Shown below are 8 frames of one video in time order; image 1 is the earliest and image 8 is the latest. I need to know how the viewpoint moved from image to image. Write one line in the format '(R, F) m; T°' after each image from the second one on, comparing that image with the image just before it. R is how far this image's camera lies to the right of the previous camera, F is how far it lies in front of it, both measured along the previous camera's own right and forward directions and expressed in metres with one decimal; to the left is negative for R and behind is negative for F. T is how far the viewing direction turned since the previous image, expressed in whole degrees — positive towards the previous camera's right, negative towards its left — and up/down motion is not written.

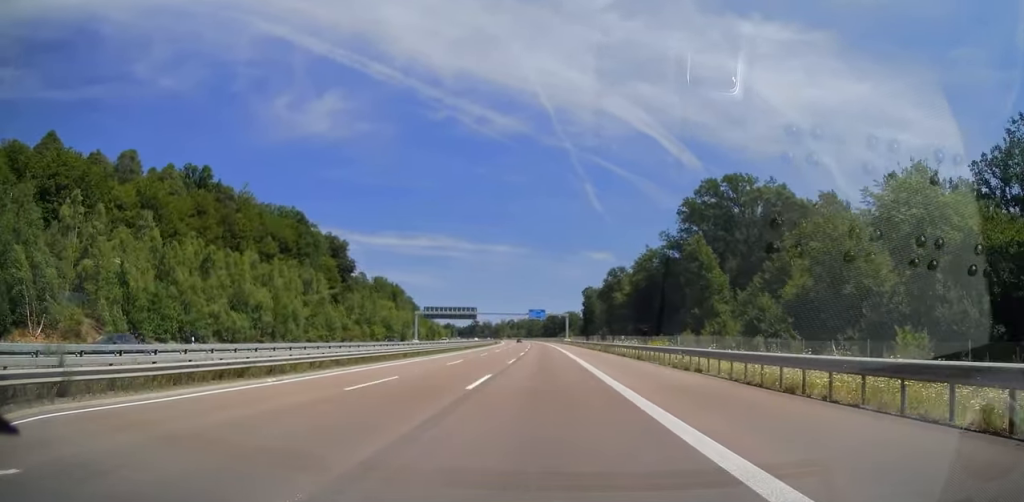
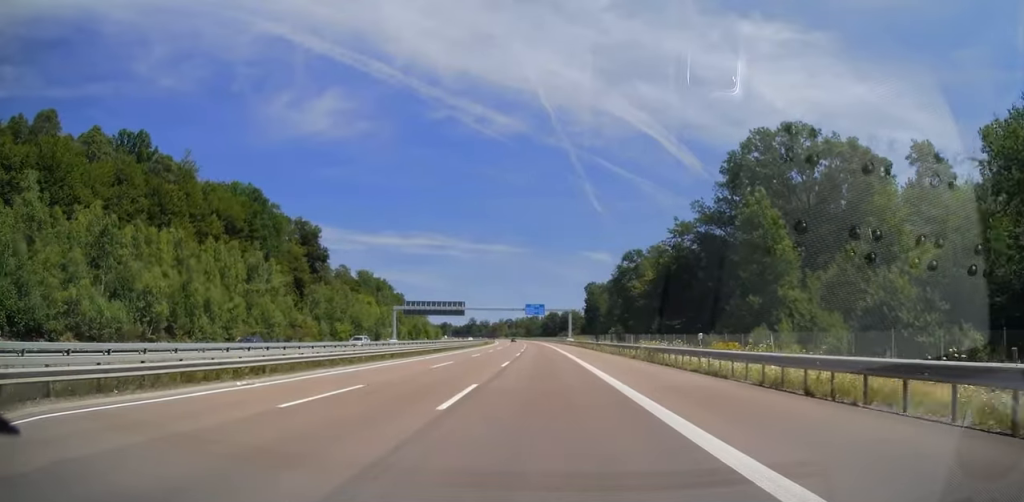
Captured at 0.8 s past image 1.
(0.0, +22.7) m; 0°
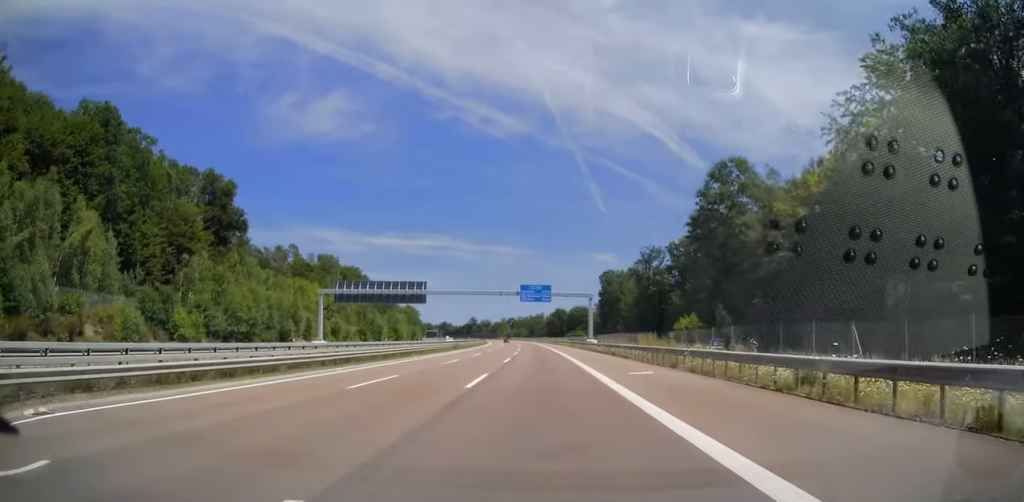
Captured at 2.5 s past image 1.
(0.0, +49.2) m; 0°
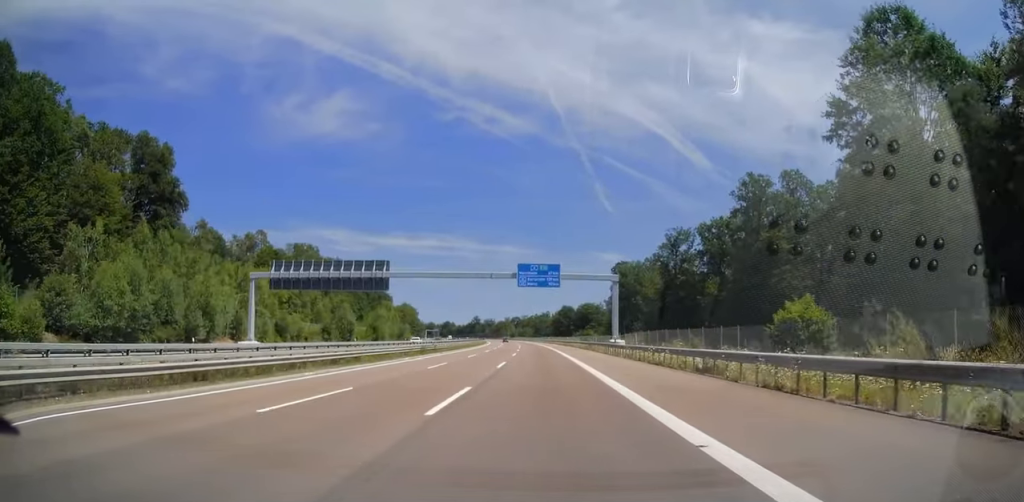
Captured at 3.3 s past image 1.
(0.0, +24.1) m; 0°
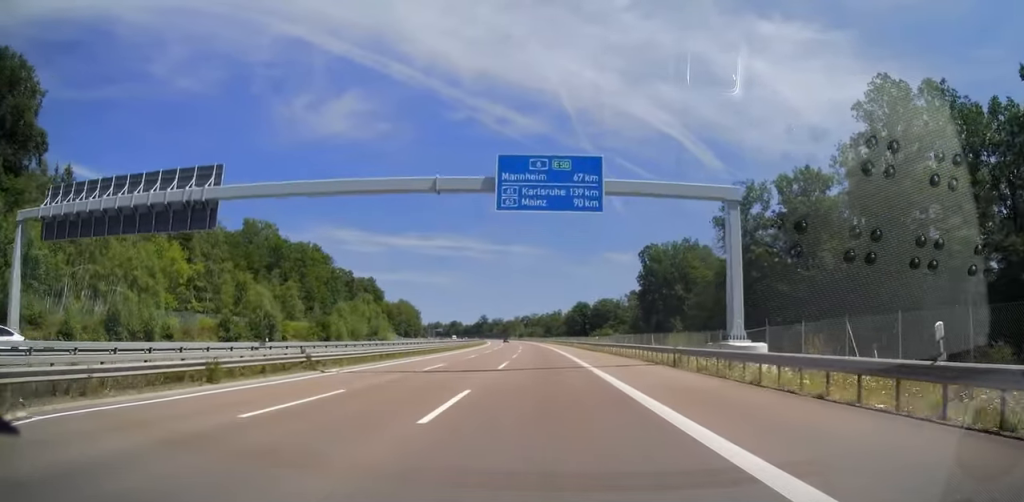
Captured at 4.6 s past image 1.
(0.0, +37.1) m; -1°
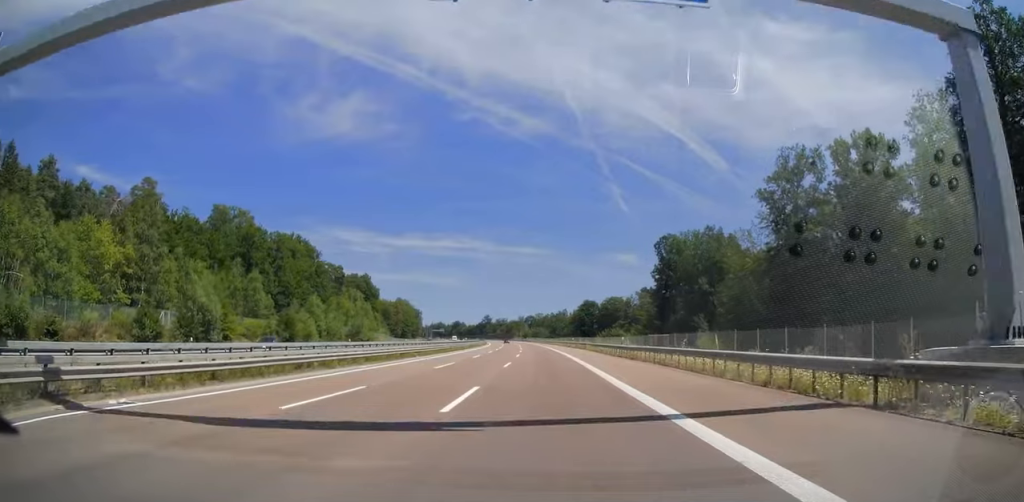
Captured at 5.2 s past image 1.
(-0.1, +16.4) m; -1°
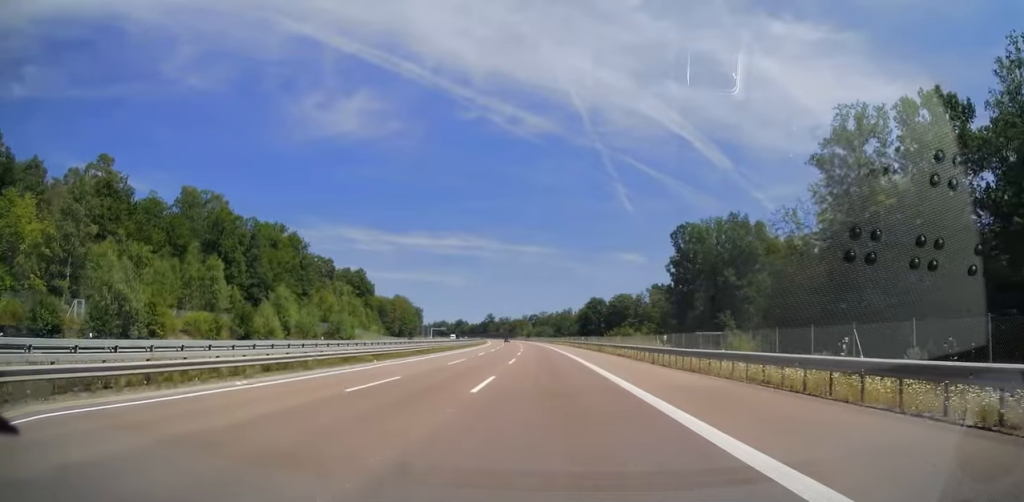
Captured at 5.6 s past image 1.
(-0.1, +14.0) m; 0°
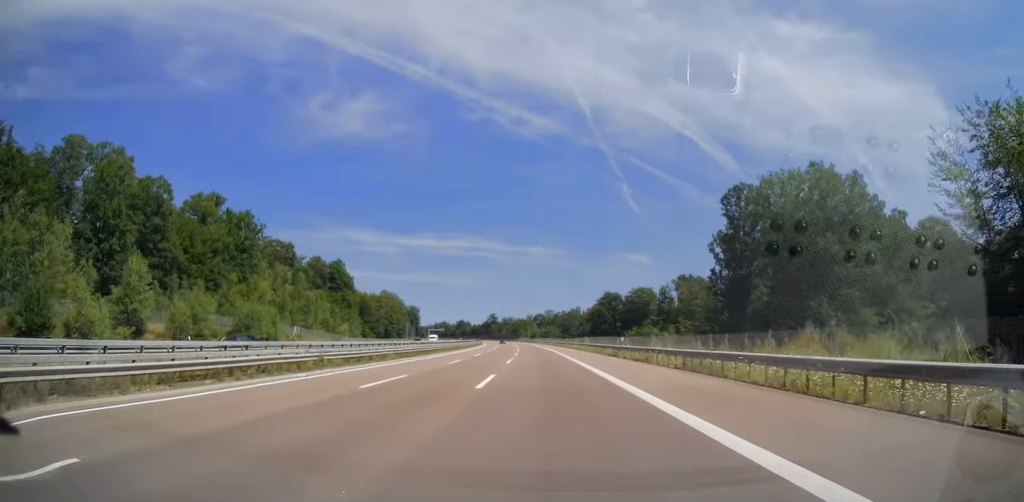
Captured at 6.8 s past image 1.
(-0.1, +34.7) m; -1°
